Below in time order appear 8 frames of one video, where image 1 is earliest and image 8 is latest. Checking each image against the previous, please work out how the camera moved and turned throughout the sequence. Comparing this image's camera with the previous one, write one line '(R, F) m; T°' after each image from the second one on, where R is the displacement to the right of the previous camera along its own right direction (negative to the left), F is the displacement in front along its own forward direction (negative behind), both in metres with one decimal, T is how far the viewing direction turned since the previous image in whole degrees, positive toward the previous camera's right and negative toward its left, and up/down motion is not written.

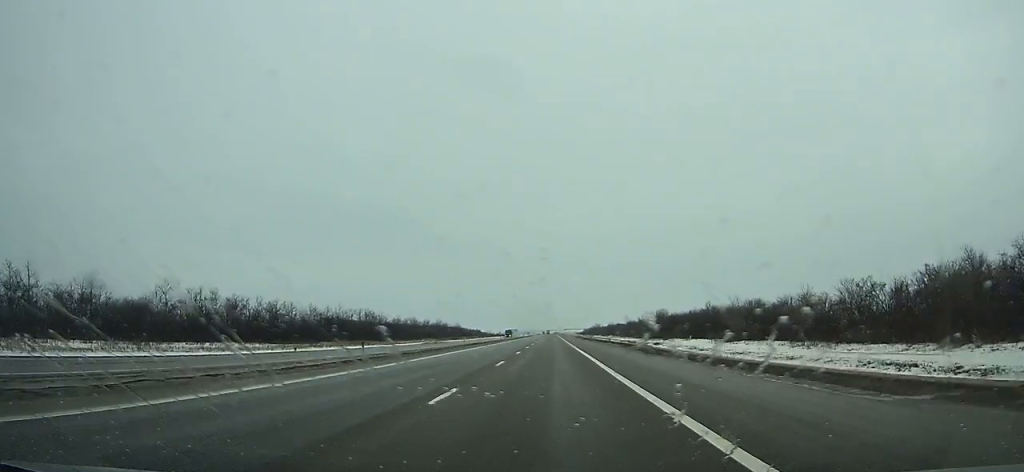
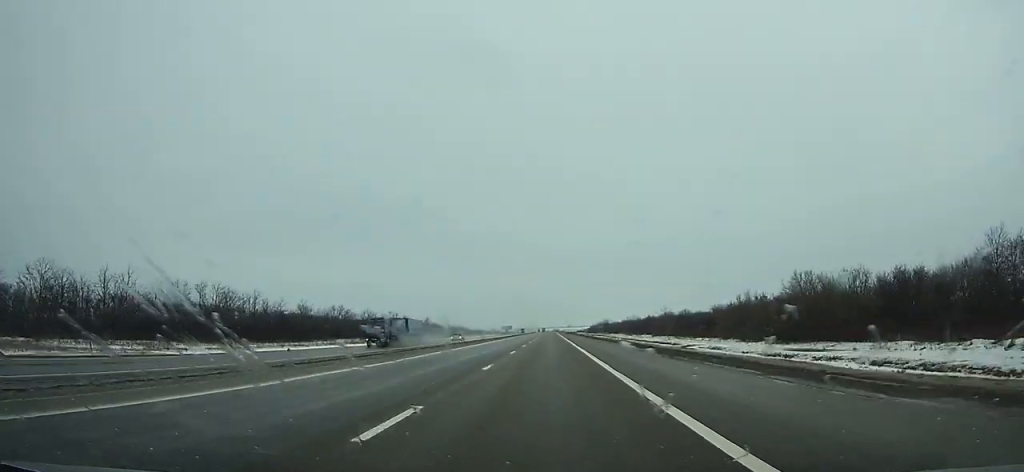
(-0.1, +98.8) m; 0°
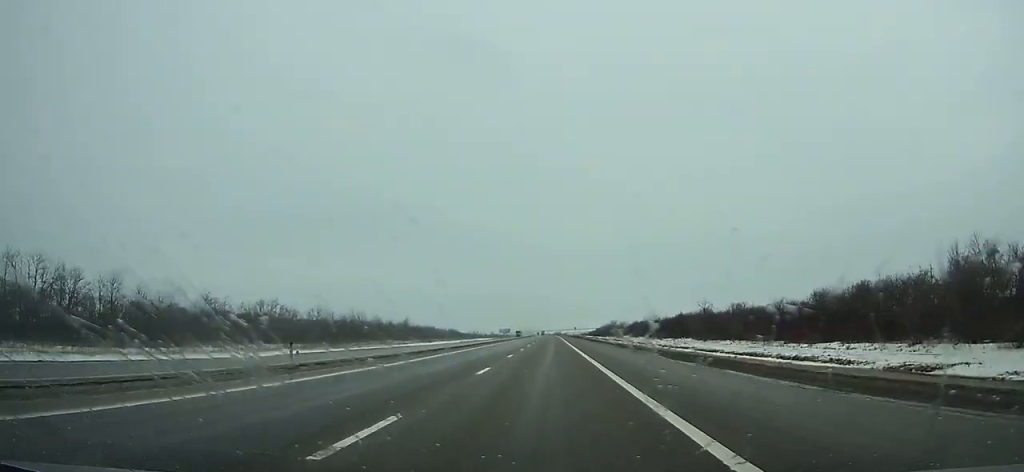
(0.0, +49.2) m; 0°
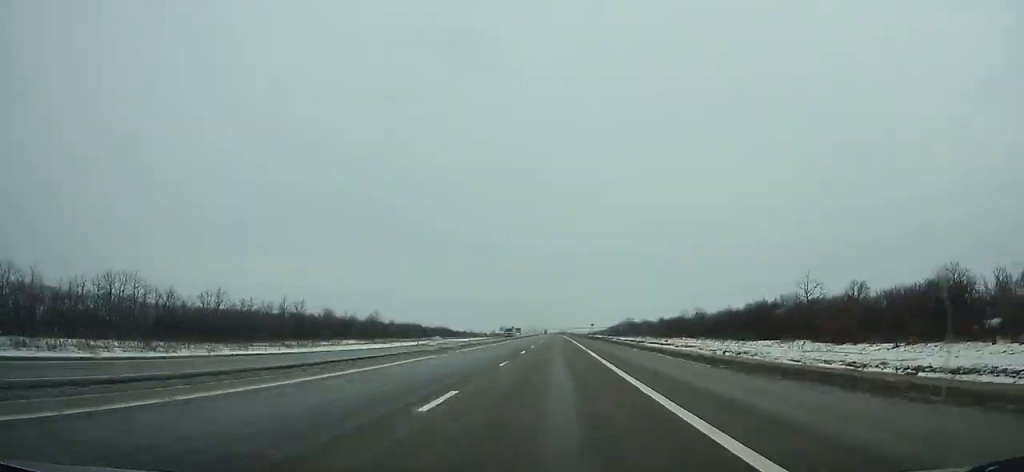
(-0.1, +57.4) m; 0°
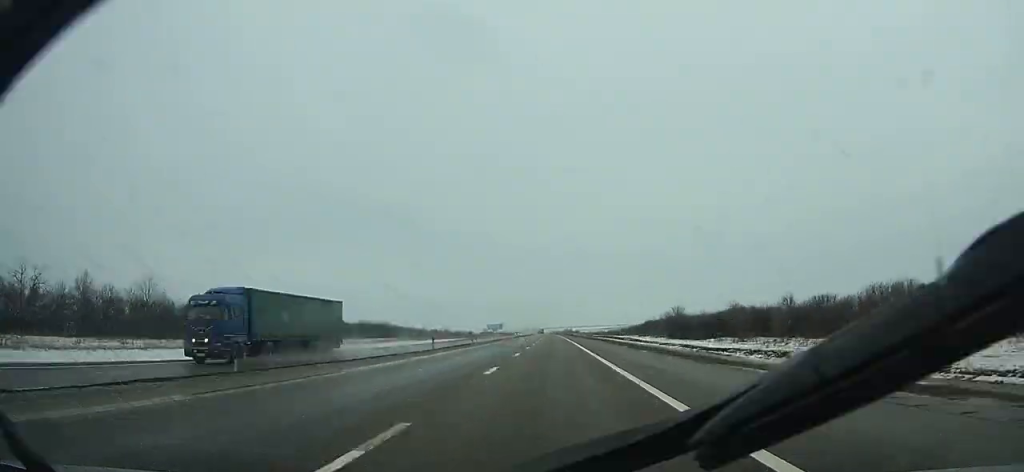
(-0.1, +137.0) m; 0°
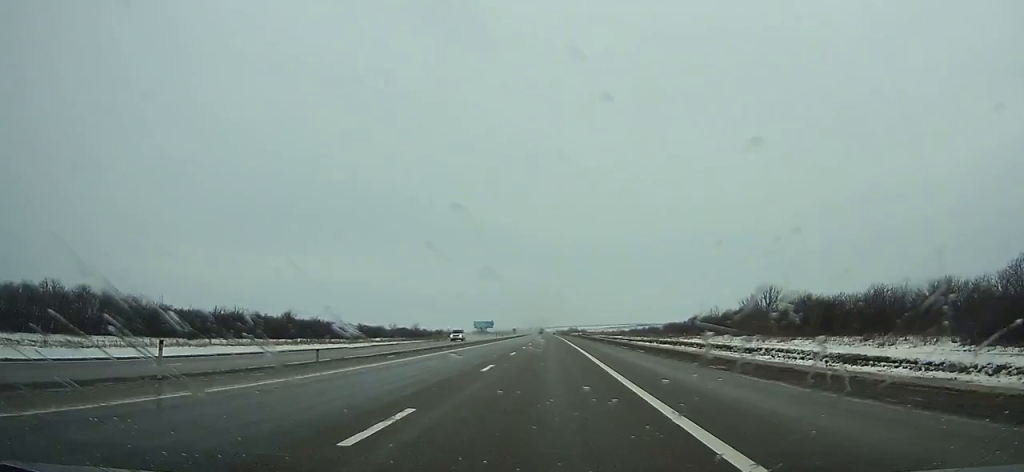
(-0.4, +96.2) m; -1°
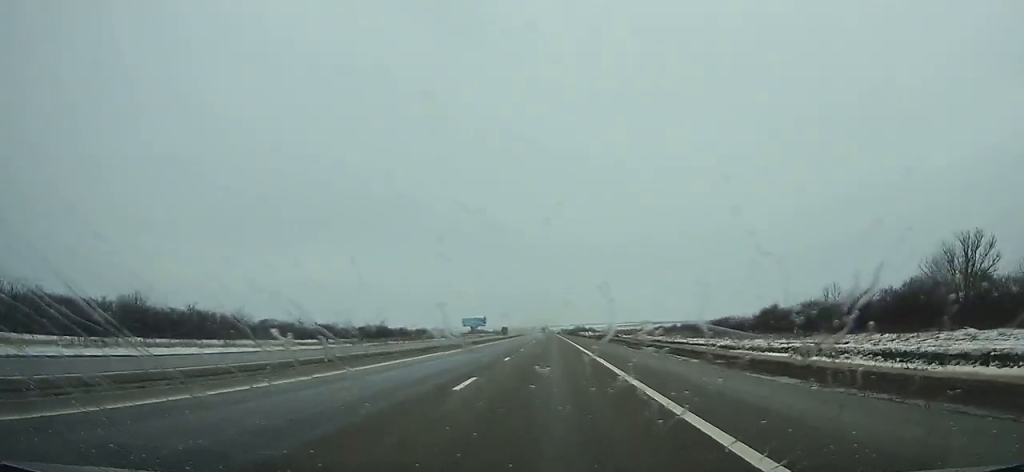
(-0.3, +65.6) m; 0°
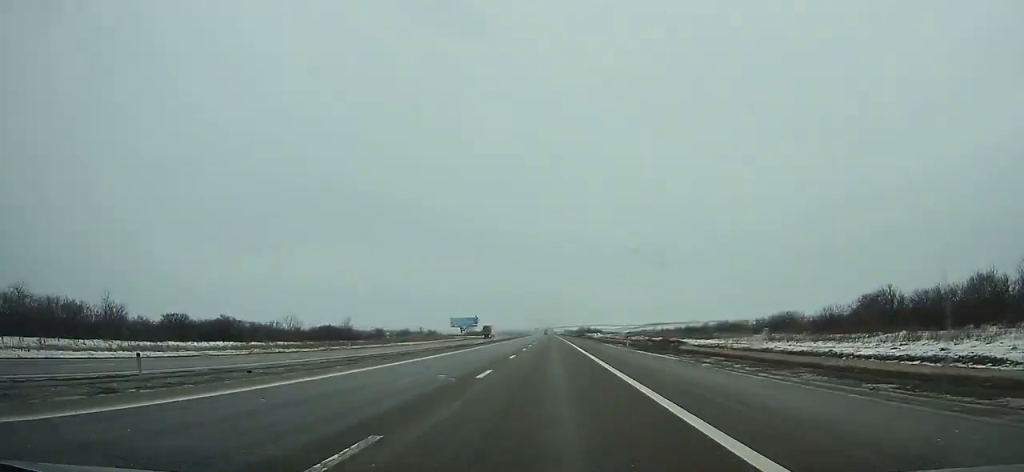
(-0.1, +43.6) m; 0°
